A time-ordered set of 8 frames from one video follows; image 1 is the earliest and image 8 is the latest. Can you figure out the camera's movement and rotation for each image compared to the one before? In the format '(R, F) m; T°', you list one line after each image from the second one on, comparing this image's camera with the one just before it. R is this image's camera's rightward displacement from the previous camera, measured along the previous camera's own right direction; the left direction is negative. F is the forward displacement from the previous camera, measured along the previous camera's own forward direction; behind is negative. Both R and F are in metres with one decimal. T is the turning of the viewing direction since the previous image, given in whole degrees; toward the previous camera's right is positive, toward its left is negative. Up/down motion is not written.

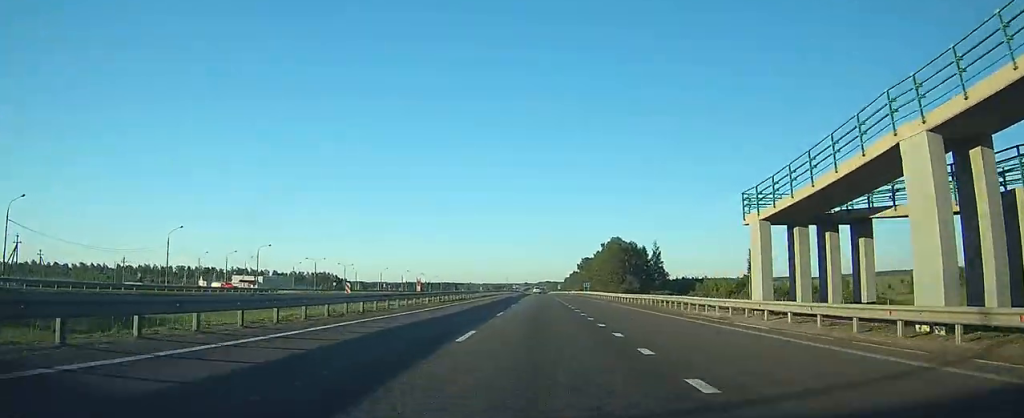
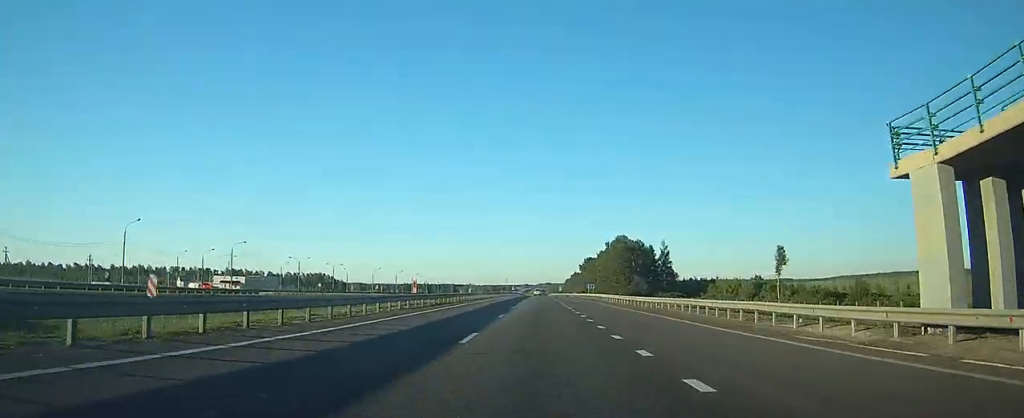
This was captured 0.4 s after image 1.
(0.0, +11.7) m; 0°
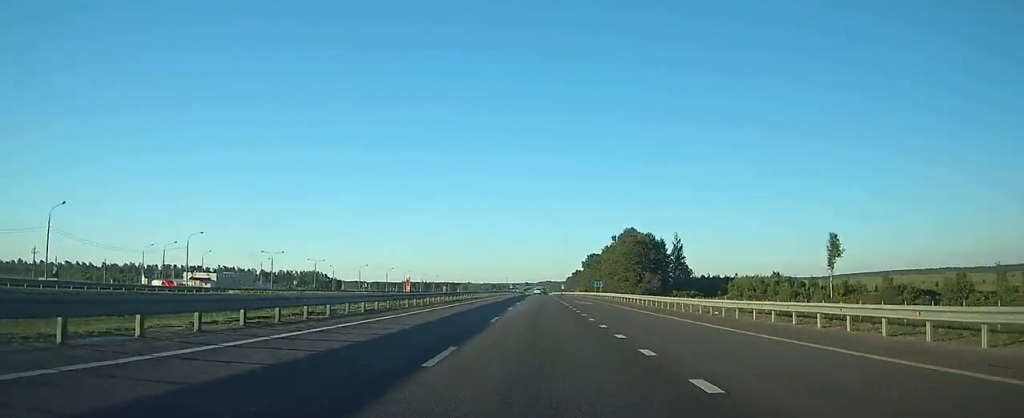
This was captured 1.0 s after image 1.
(0.0, +16.2) m; 0°
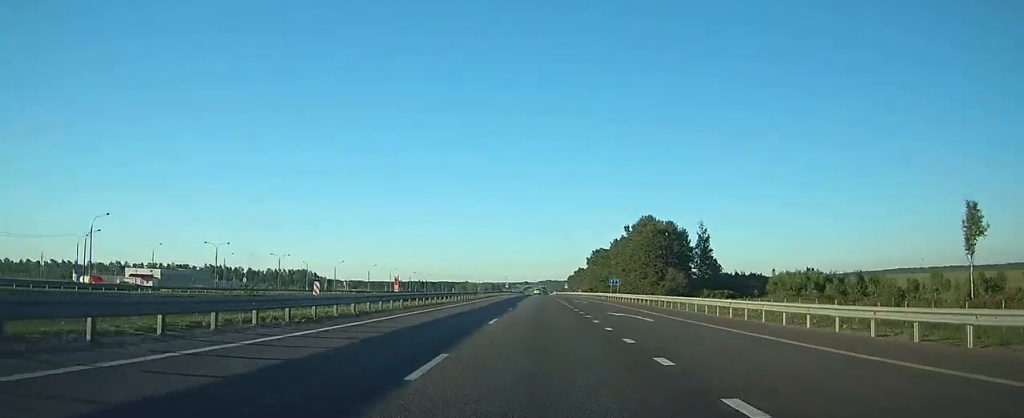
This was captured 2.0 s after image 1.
(-0.1, +25.3) m; 0°
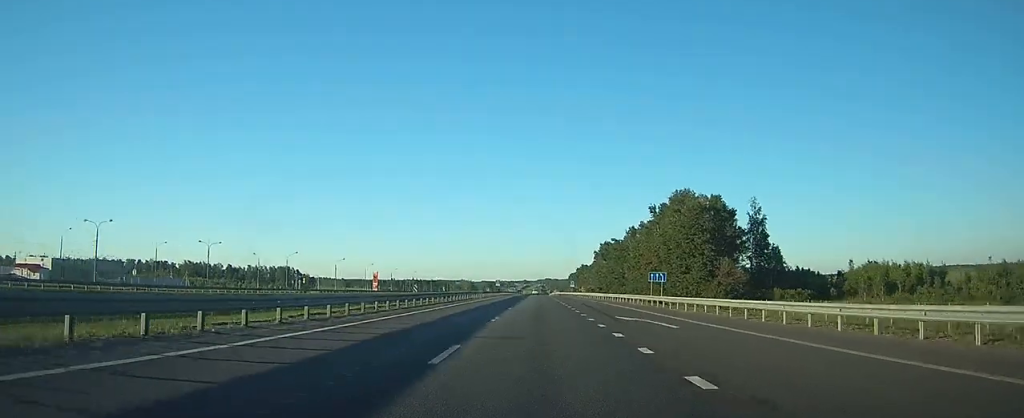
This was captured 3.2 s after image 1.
(0.0, +34.3) m; 0°
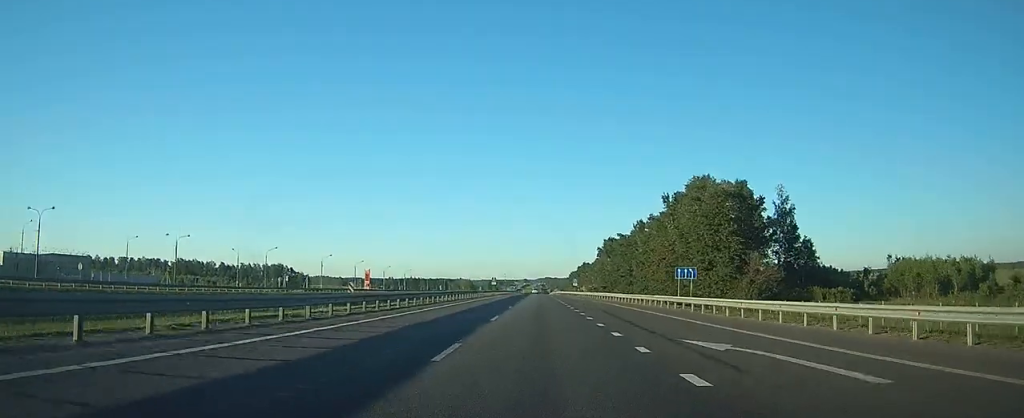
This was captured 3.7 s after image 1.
(0.0, +11.7) m; 0°
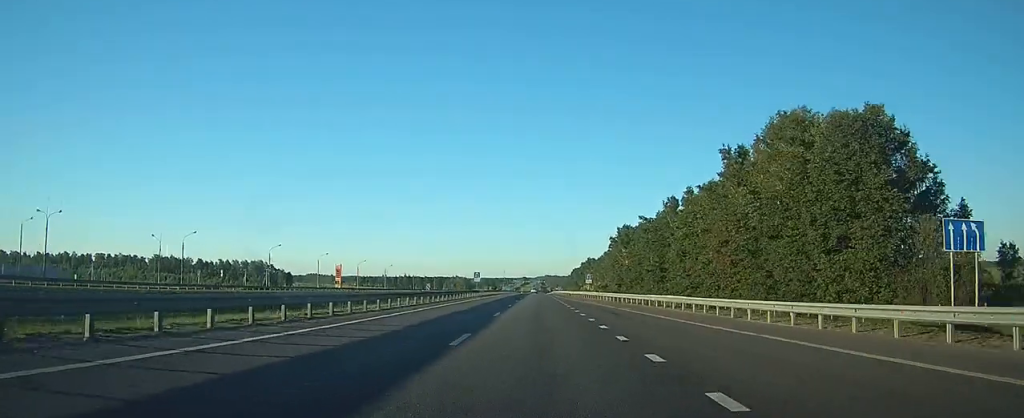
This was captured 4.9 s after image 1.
(+0.1, +33.5) m; 0°
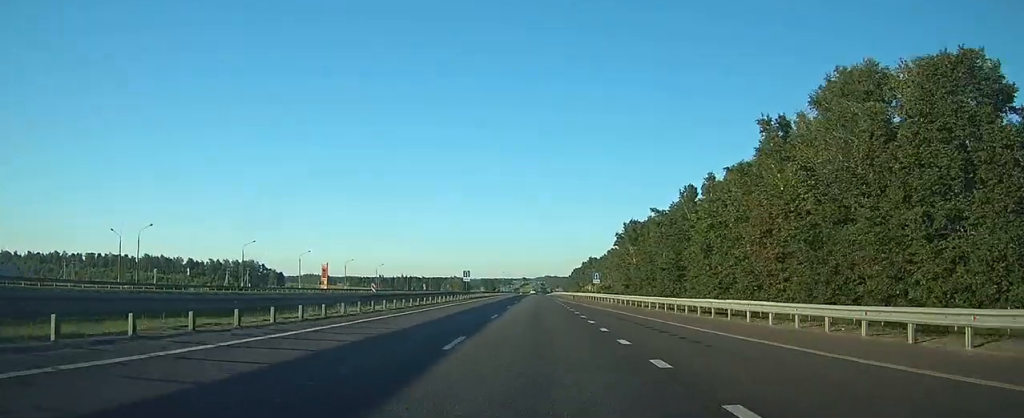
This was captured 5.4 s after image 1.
(0.0, +12.7) m; 0°
